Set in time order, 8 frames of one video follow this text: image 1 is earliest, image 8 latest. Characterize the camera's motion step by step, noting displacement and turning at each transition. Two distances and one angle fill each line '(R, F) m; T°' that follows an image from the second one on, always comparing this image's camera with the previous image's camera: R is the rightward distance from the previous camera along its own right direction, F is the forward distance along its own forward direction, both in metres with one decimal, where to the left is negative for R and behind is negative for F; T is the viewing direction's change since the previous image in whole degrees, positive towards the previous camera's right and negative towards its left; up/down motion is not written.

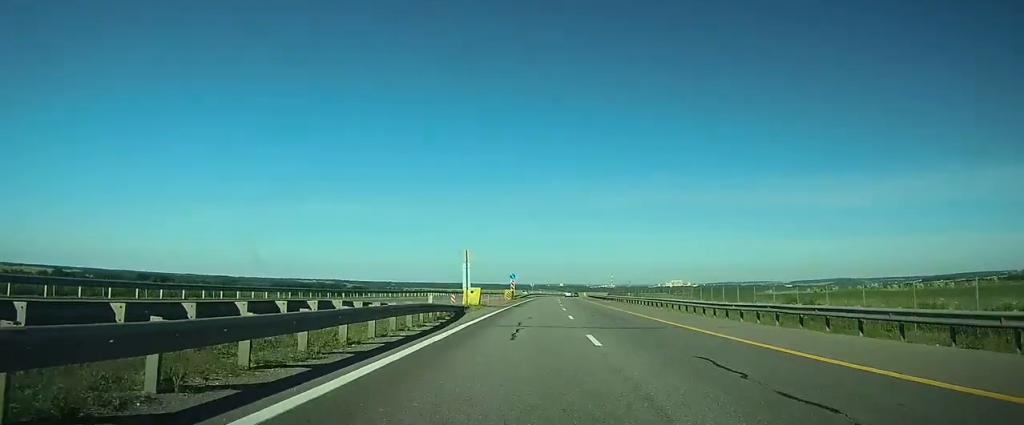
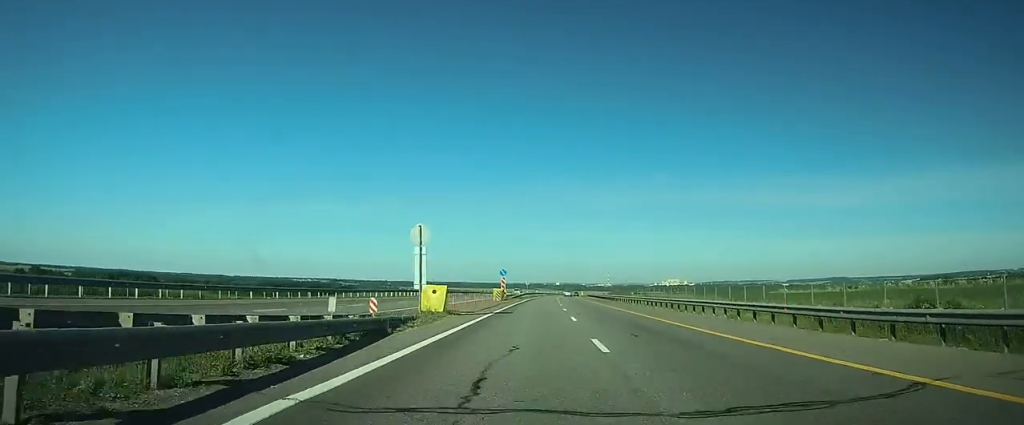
(+0.1, +13.7) m; +1°
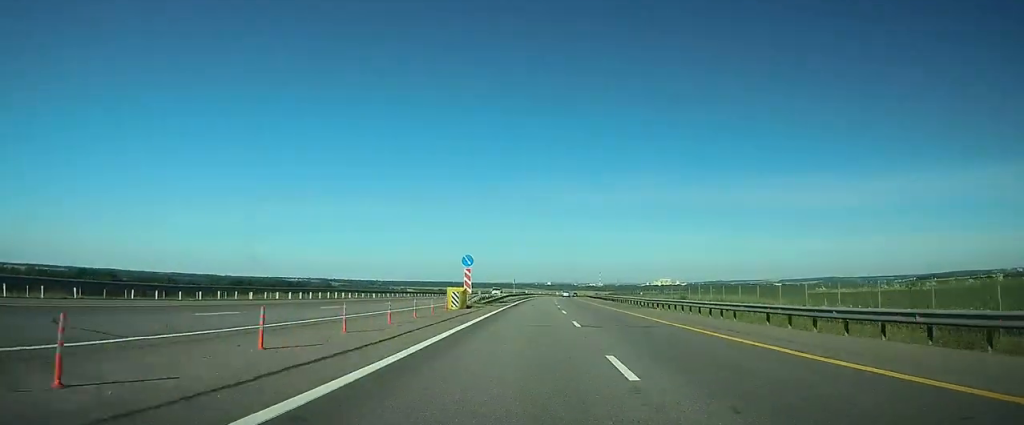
(+0.2, +27.5) m; +1°
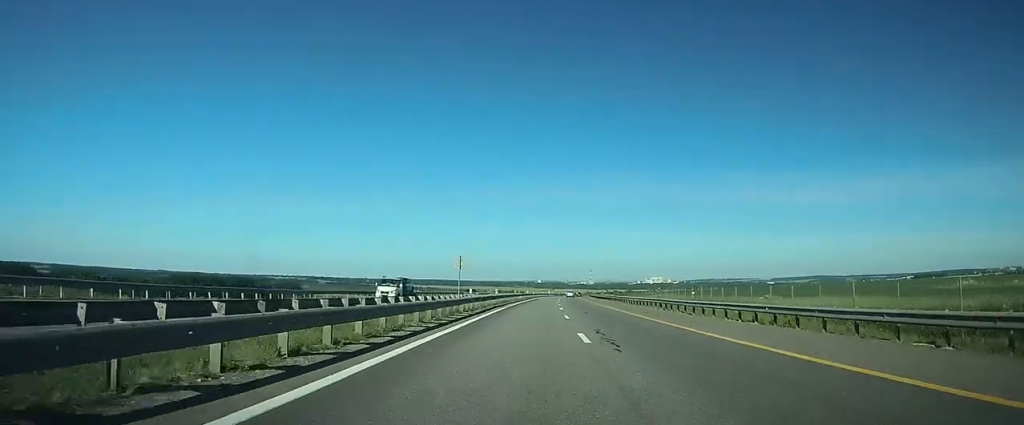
(+0.6, +54.2) m; +1°
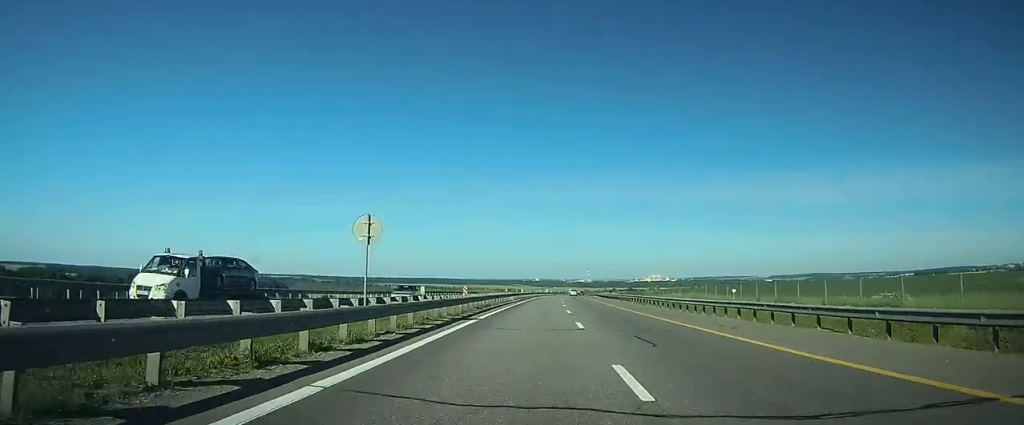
(-0.1, +19.2) m; 0°
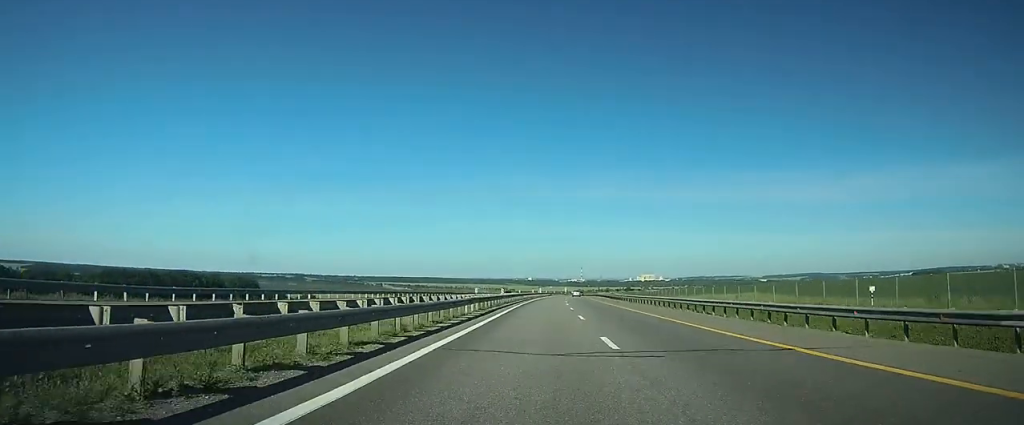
(+0.3, +30.0) m; +1°
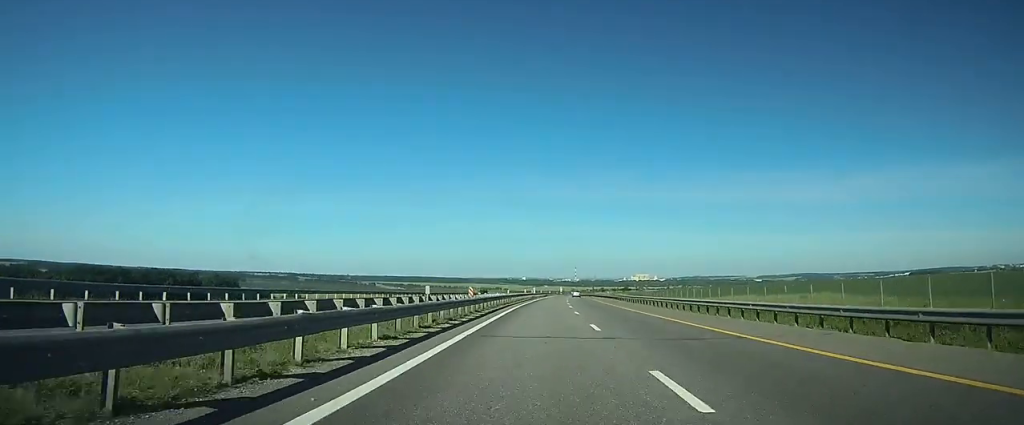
(+0.2, +18.3) m; +1°
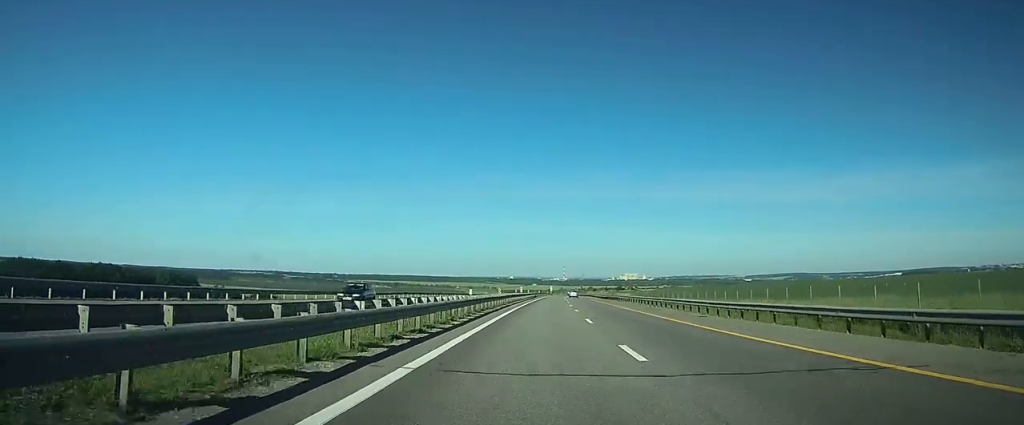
(+0.3, +31.3) m; +1°
